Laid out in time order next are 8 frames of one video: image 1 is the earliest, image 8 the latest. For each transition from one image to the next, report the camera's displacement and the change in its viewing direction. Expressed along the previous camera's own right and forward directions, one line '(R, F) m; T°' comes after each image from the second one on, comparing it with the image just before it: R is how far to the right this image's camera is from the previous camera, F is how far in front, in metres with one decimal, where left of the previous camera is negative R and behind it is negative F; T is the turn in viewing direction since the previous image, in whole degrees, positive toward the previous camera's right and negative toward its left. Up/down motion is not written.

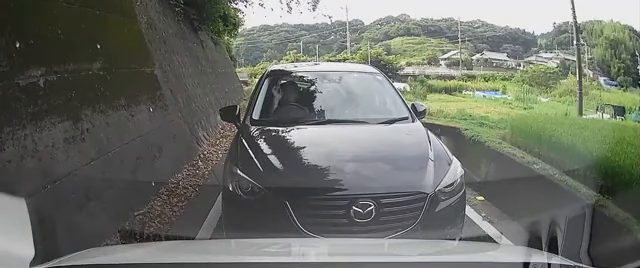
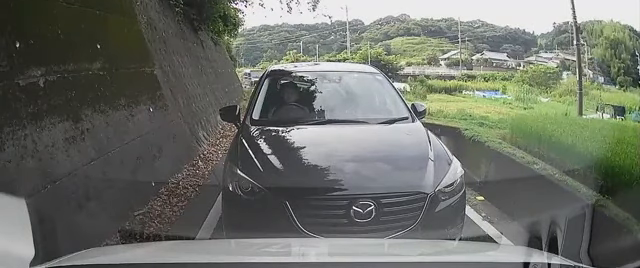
(+0.1, +0.1) m; 0°
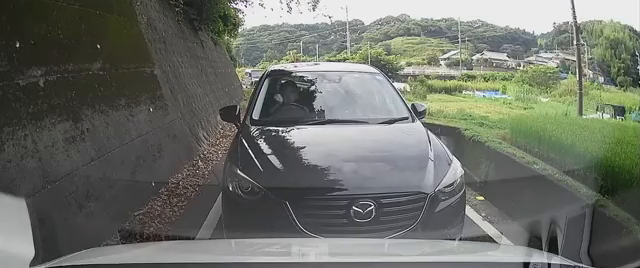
(0.0, 0.0) m; 0°
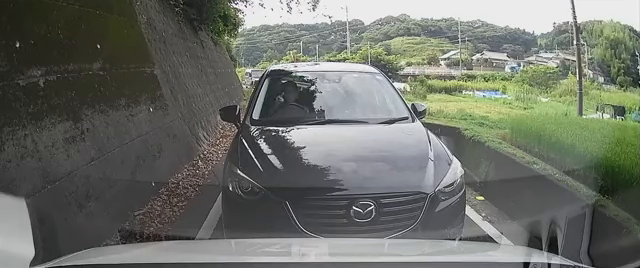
(0.0, 0.0) m; 0°
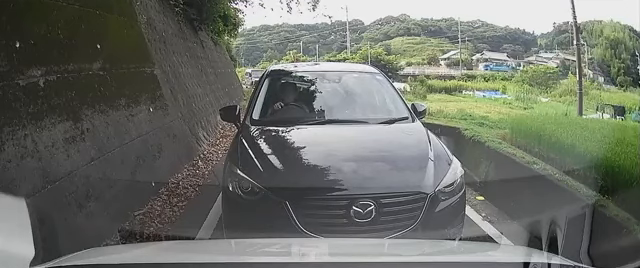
(0.0, 0.0) m; 0°
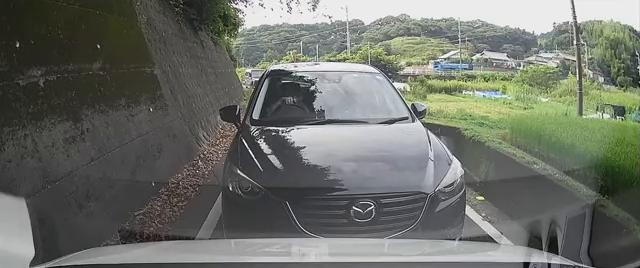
(0.0, 0.0) m; 0°
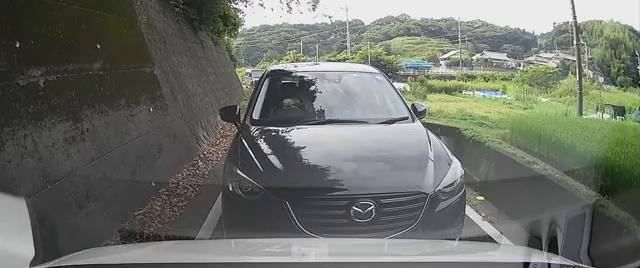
(0.0, 0.0) m; 0°
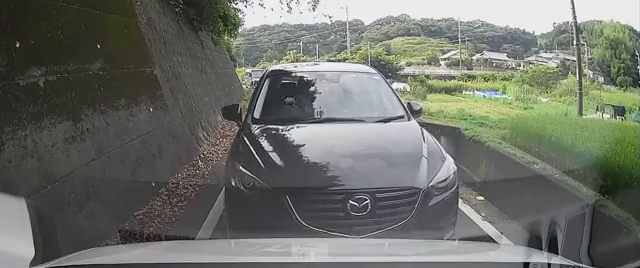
(0.0, 0.0) m; 0°
